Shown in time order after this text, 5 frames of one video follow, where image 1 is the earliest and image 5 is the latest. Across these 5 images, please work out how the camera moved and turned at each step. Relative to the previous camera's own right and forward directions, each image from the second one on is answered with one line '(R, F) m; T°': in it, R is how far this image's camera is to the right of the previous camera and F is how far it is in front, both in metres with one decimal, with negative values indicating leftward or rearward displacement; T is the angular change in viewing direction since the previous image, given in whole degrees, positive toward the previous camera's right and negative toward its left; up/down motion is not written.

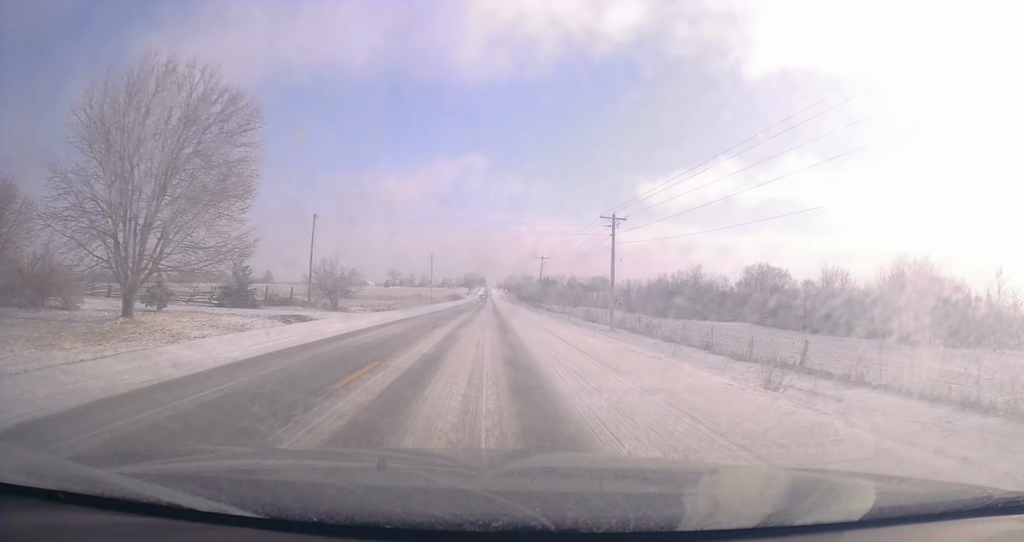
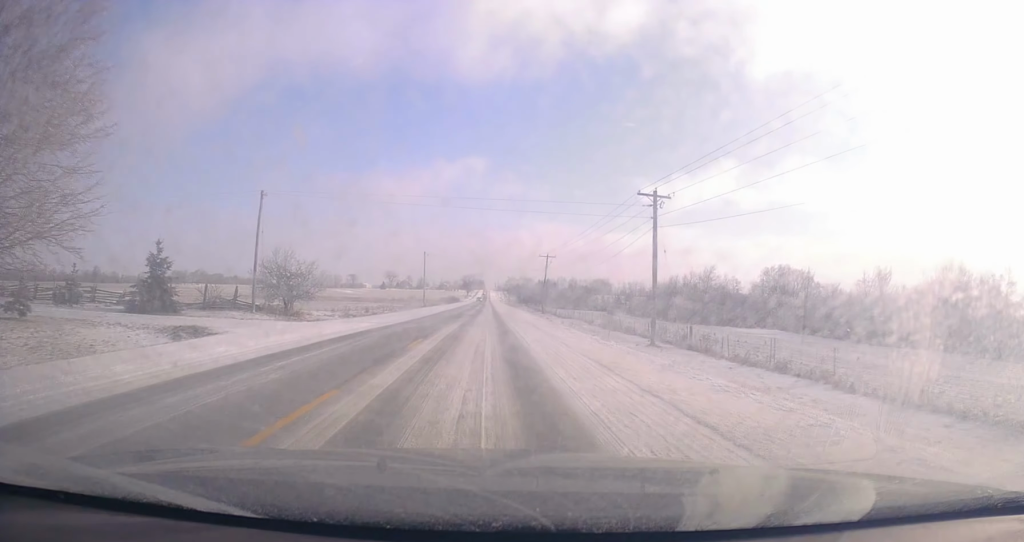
(-0.4, +11.8) m; +1°
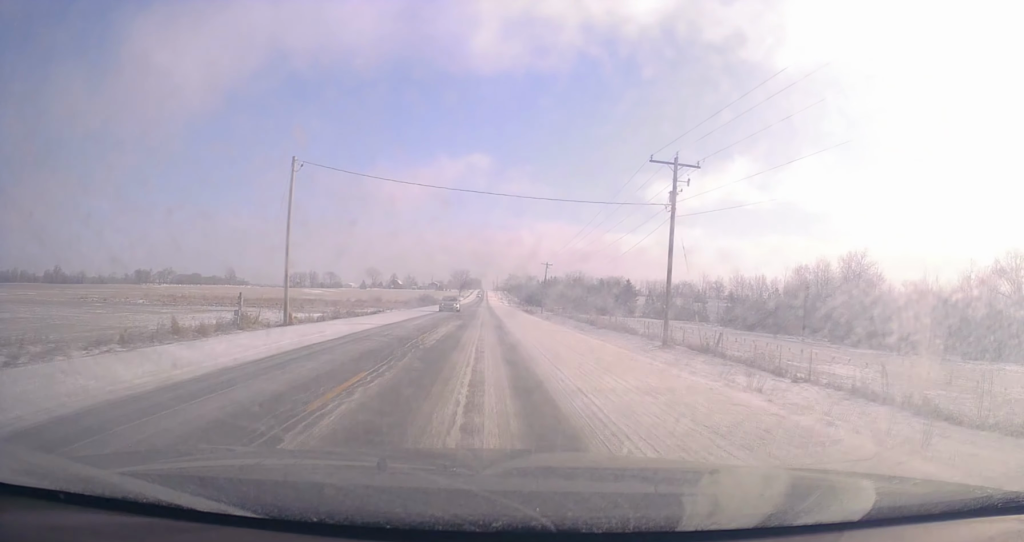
(+0.9, +75.9) m; 0°
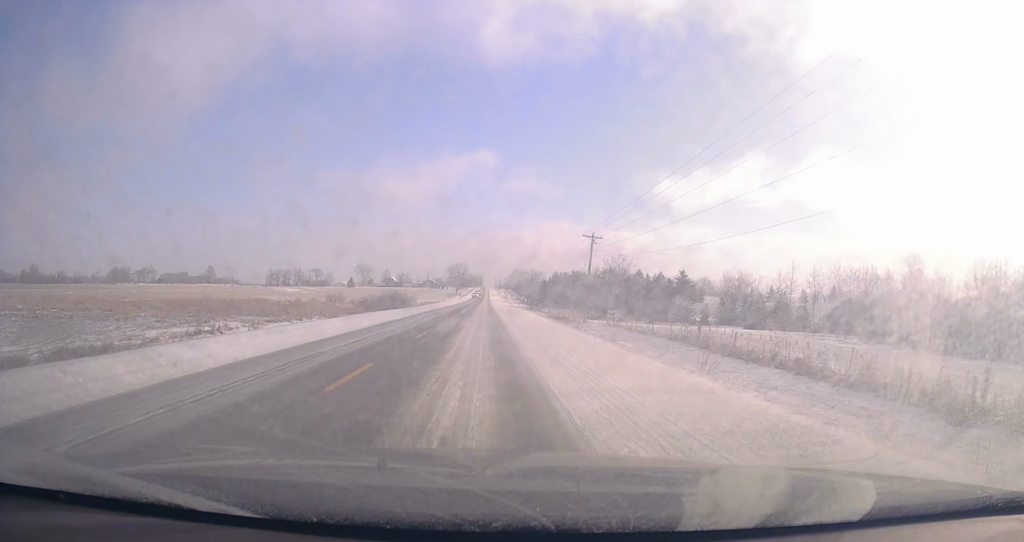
(-0.4, +46.0) m; 0°
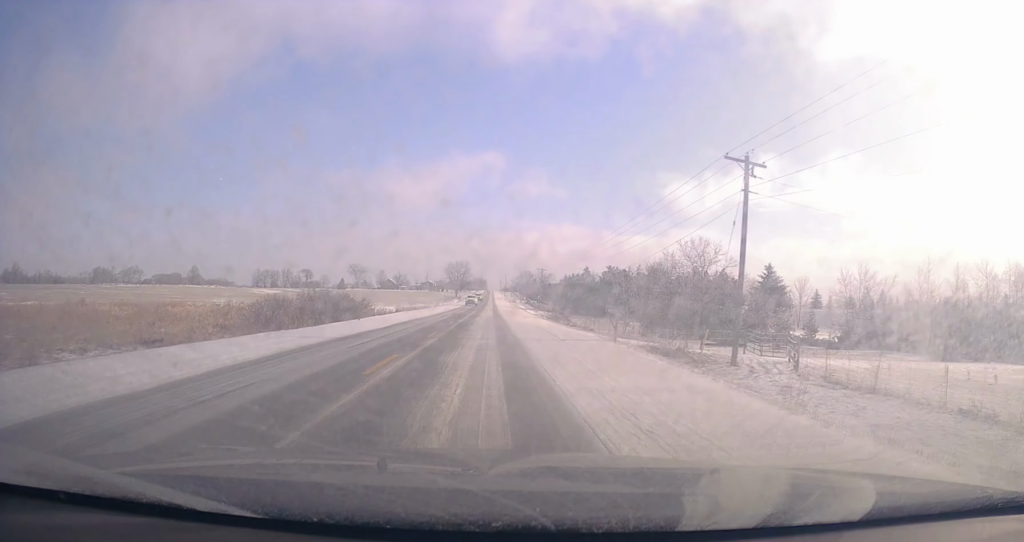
(-0.8, +37.2) m; +1°
